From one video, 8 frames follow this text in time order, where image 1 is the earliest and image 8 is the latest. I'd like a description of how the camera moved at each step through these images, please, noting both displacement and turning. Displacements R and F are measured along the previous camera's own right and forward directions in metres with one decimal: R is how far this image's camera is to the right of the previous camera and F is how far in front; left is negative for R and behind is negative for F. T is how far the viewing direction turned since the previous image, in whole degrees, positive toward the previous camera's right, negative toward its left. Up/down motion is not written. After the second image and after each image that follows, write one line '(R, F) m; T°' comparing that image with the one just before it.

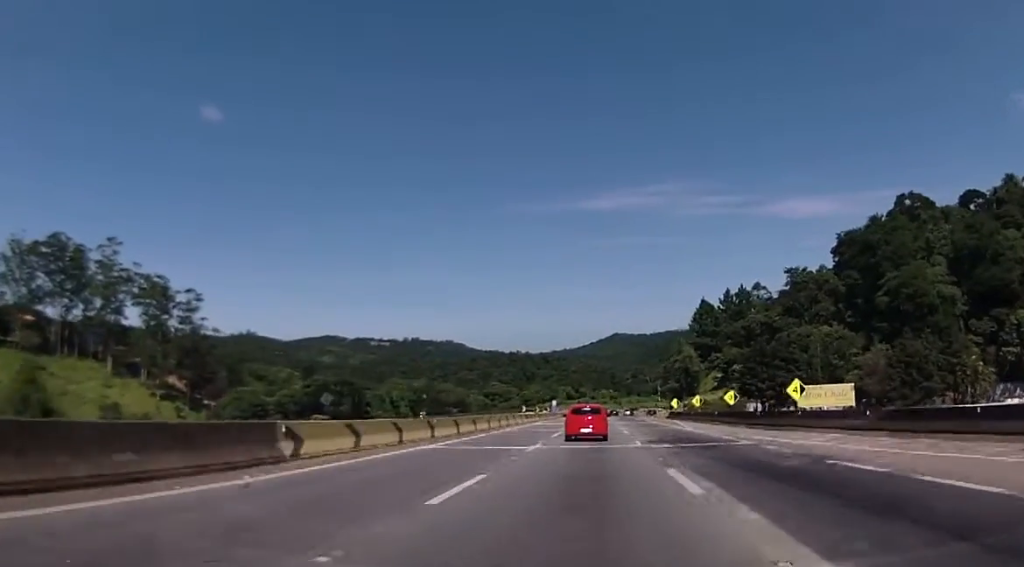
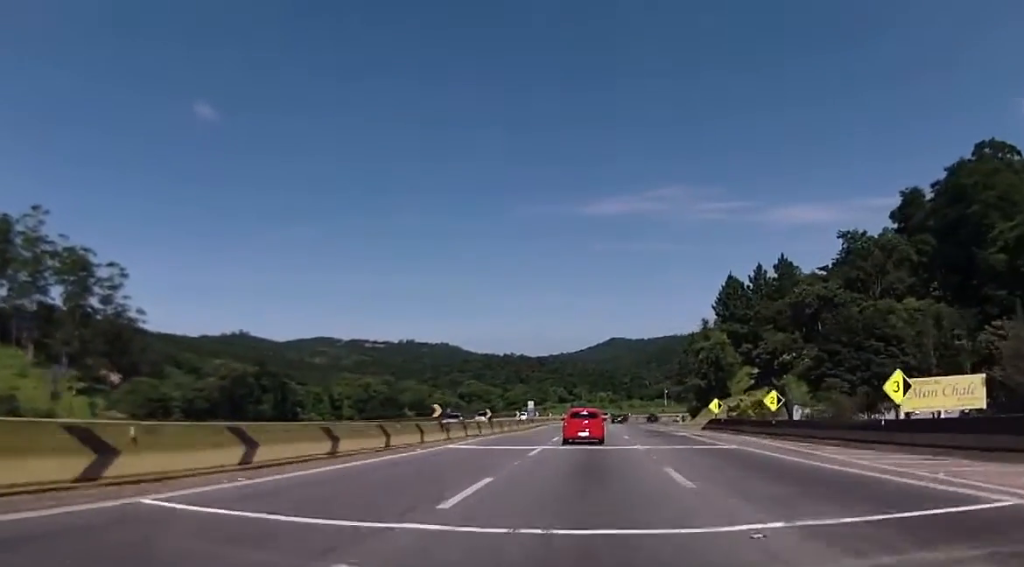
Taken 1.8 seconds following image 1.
(-0.2, +37.3) m; -1°
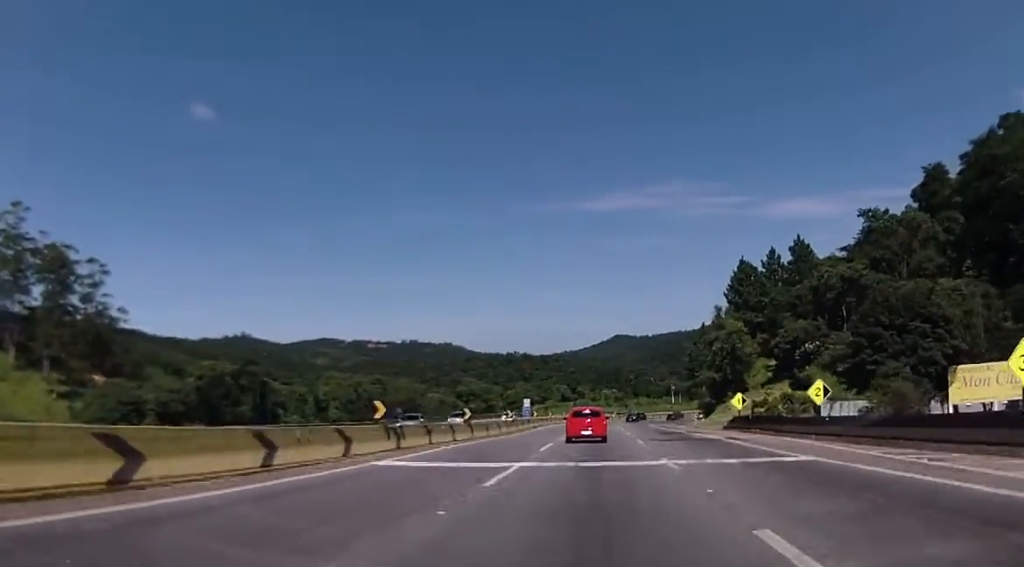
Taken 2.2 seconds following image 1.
(-0.2, +9.3) m; 0°
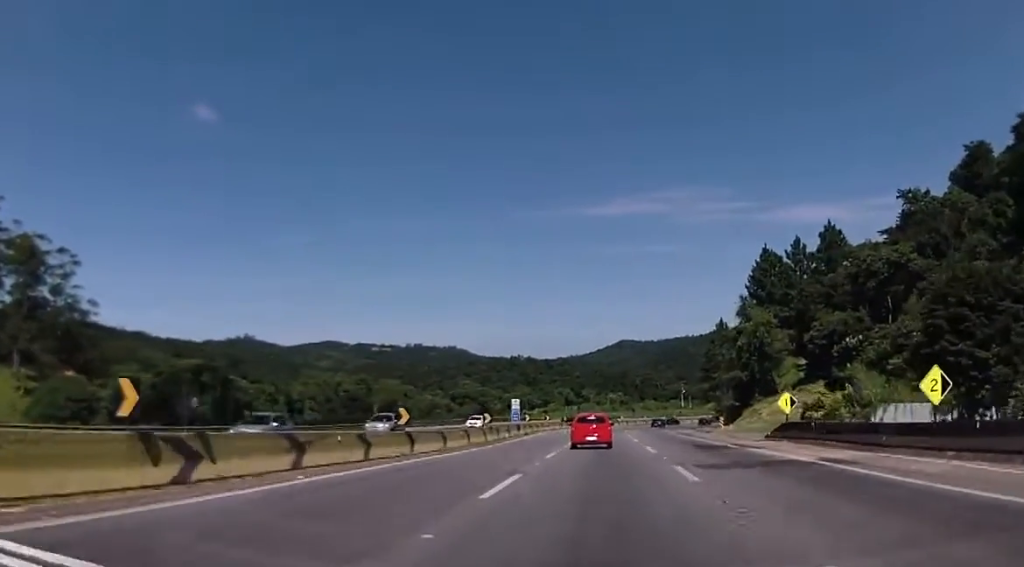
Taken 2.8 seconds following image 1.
(+0.3, +13.6) m; 0°
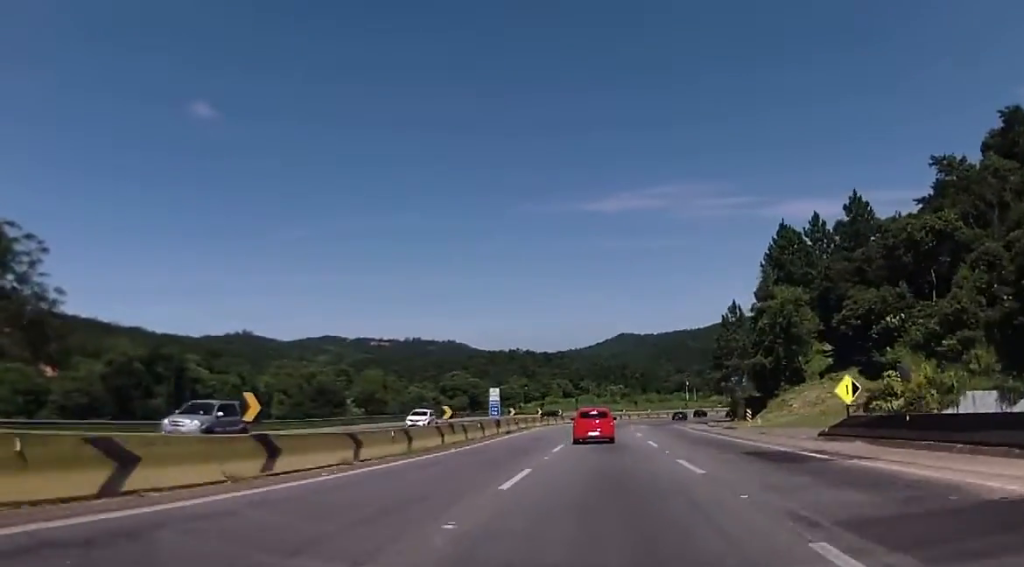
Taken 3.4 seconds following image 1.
(+0.2, +11.5) m; 0°
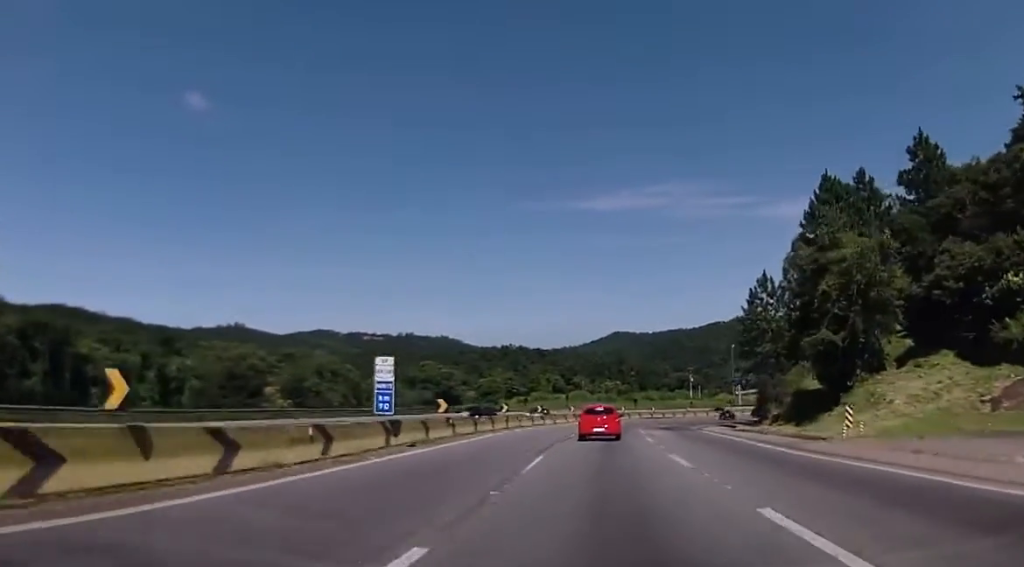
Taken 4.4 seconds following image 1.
(-0.5, +22.1) m; 0°
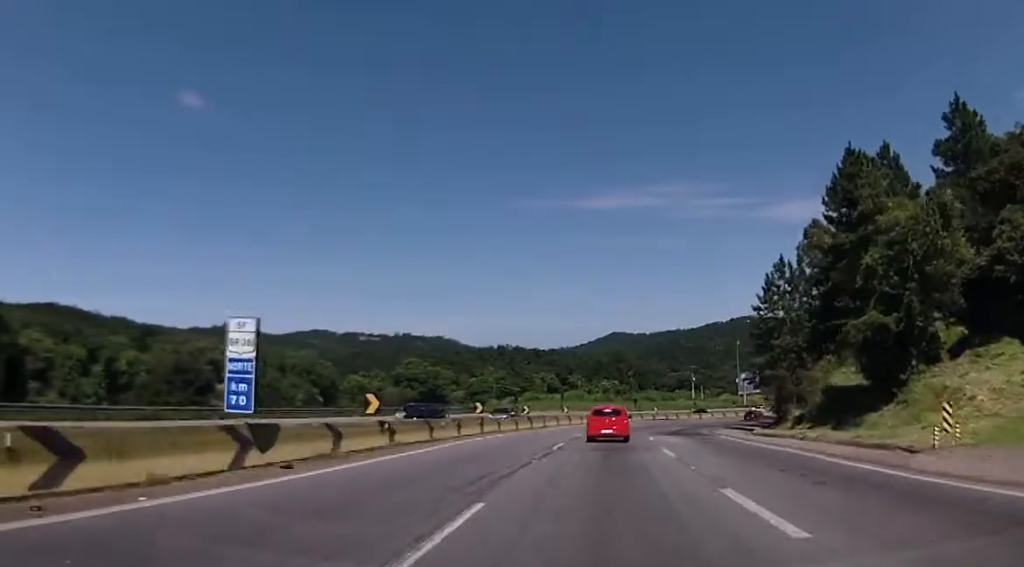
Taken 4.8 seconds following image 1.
(+0.3, +9.3) m; 0°
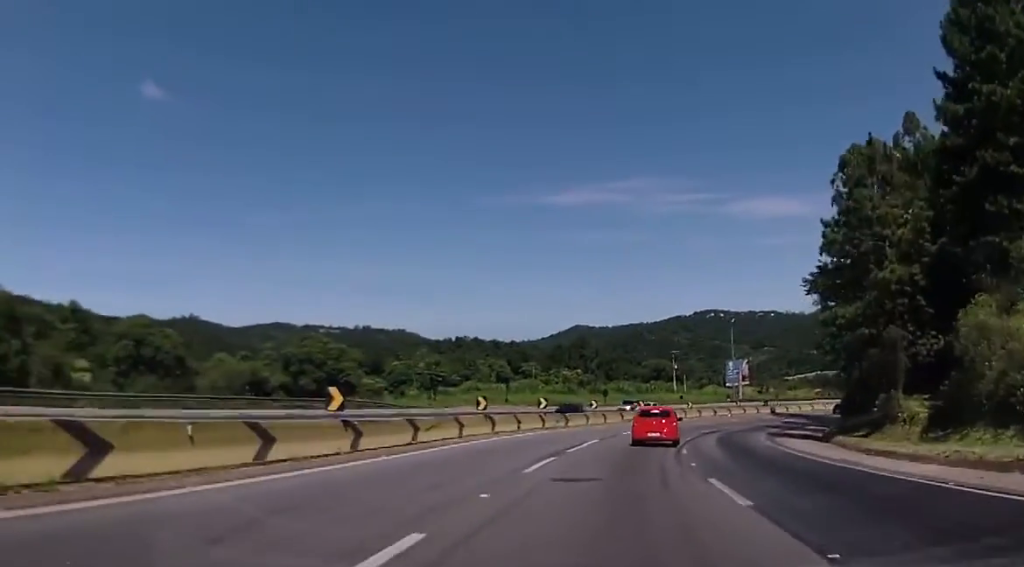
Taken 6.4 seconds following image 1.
(0.0, +33.6) m; +2°
